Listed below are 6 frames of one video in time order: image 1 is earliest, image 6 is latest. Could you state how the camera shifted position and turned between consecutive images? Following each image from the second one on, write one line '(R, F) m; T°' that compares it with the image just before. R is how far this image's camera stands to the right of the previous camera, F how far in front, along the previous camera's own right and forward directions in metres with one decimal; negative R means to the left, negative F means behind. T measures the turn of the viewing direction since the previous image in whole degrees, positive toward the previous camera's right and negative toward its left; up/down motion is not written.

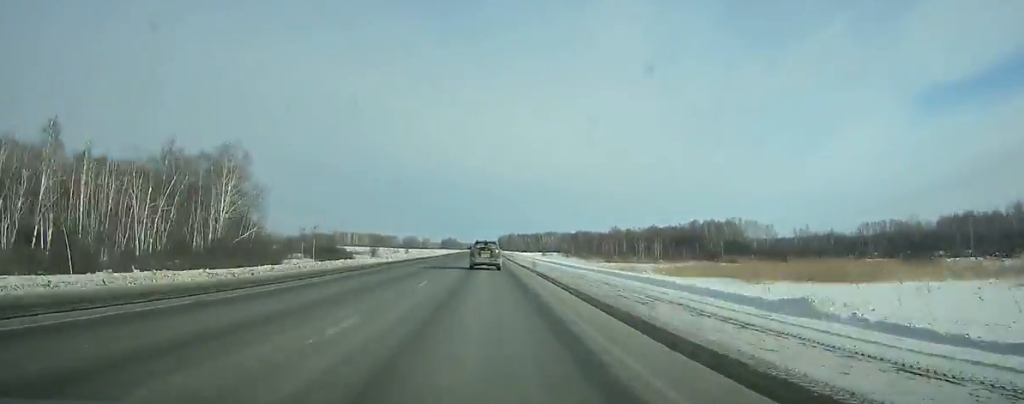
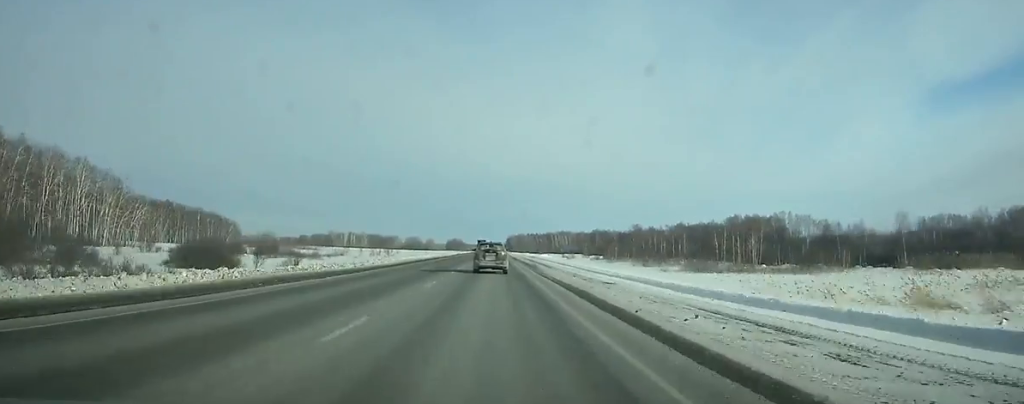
(-0.2, +59.7) m; 0°
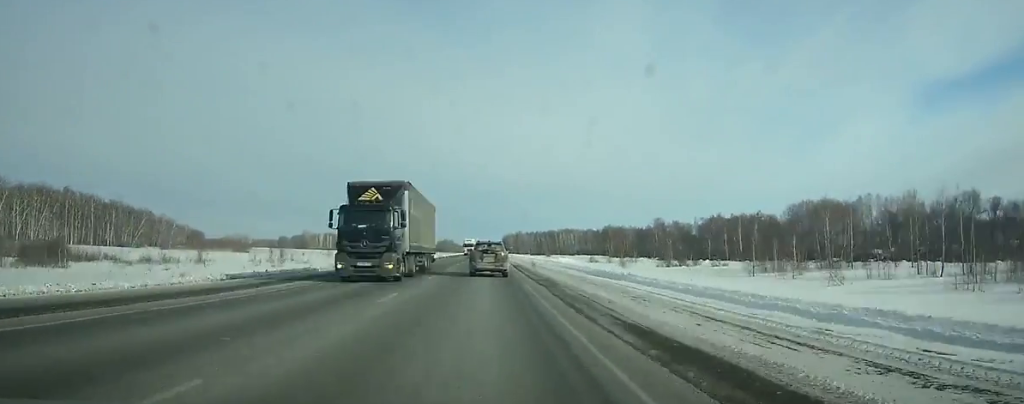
(+0.2, +88.4) m; 0°
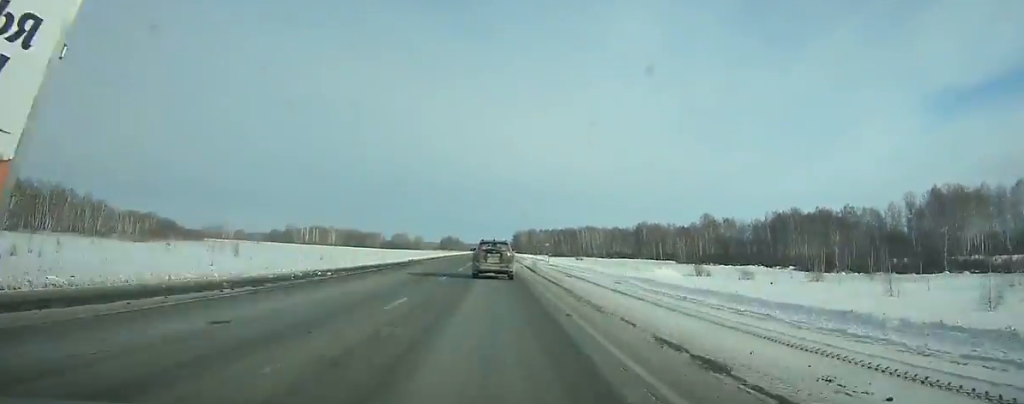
(-0.5, +85.7) m; 0°
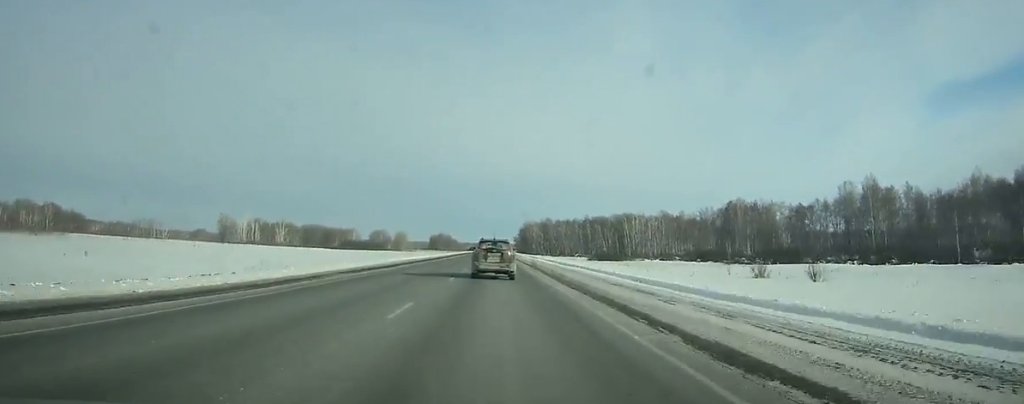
(+0.3, +158.3) m; 0°
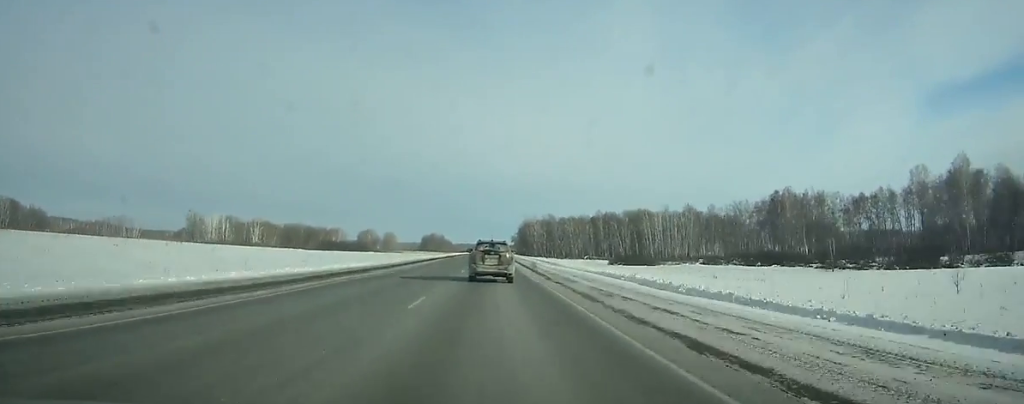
(0.0, +44.0) m; 0°
